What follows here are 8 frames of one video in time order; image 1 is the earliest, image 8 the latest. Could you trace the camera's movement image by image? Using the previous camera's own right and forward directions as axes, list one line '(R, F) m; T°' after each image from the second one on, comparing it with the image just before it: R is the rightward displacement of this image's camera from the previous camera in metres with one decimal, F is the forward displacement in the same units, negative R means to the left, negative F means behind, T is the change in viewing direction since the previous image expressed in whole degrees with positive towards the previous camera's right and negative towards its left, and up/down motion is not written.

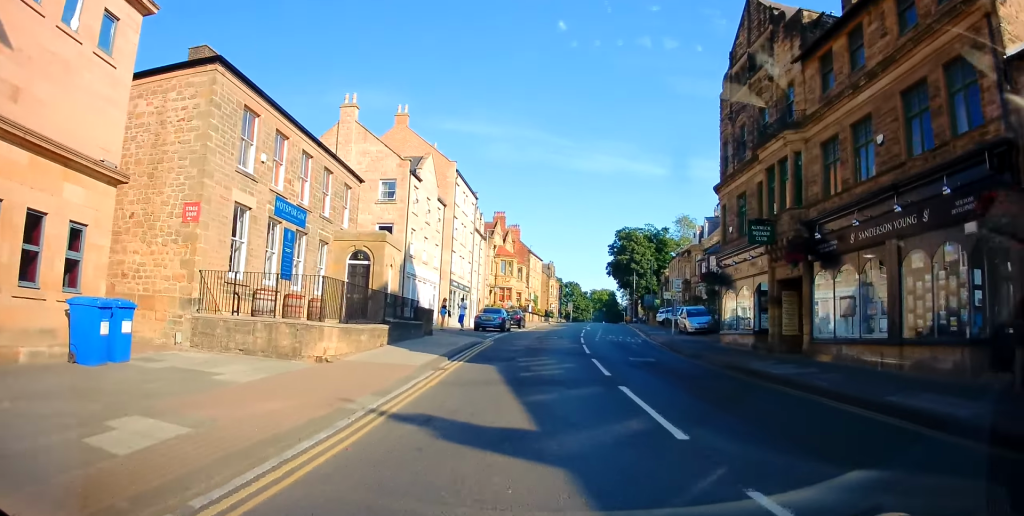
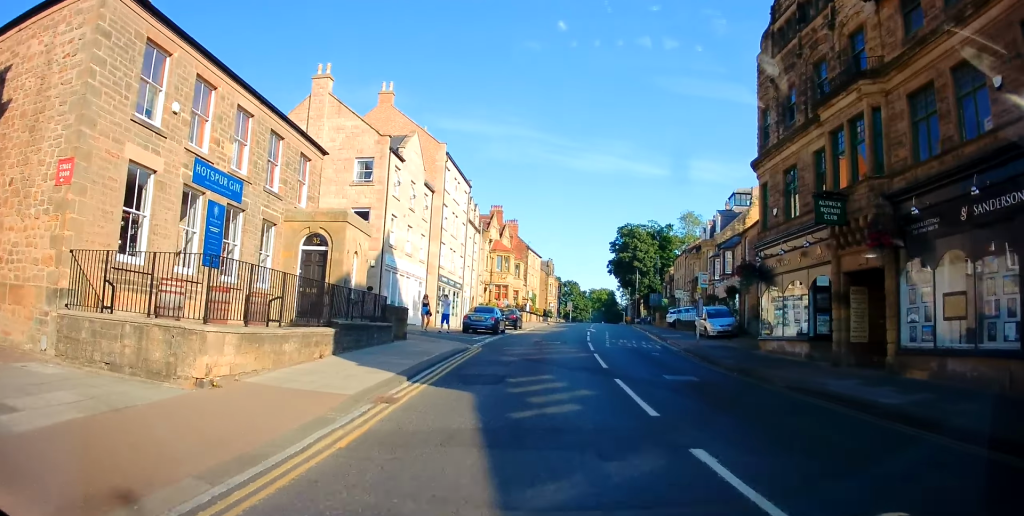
(-0.2, +4.5) m; +1°
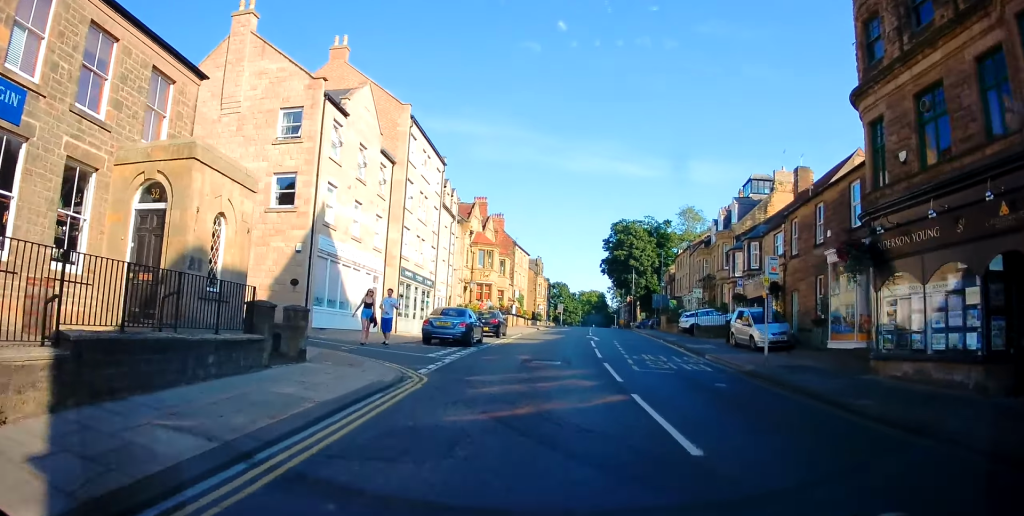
(+0.2, +7.9) m; +2°
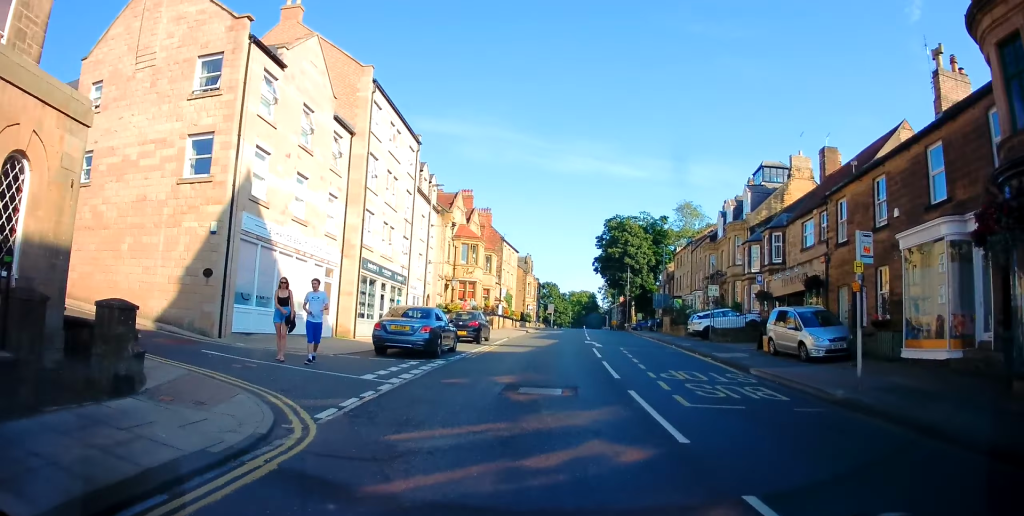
(+0.2, +5.2) m; +1°
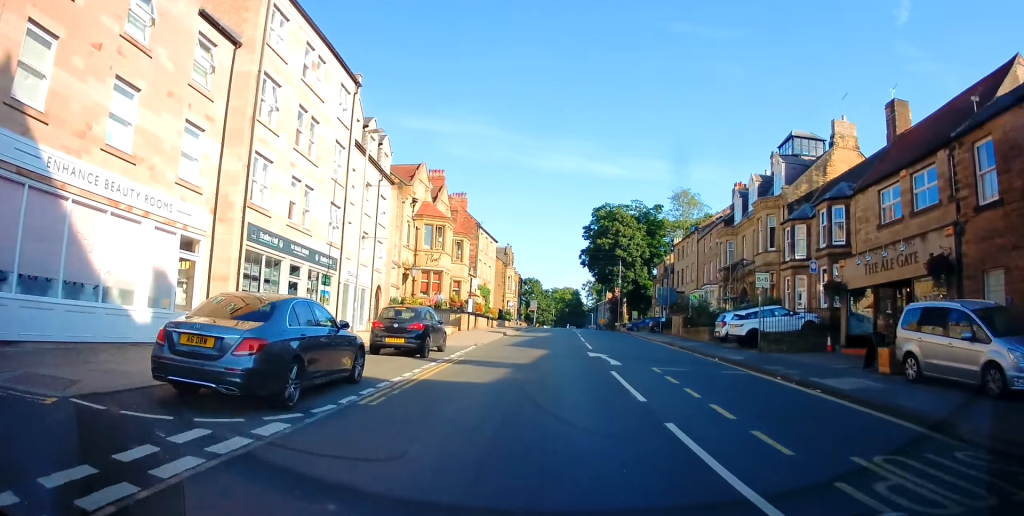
(-0.1, +9.1) m; +1°
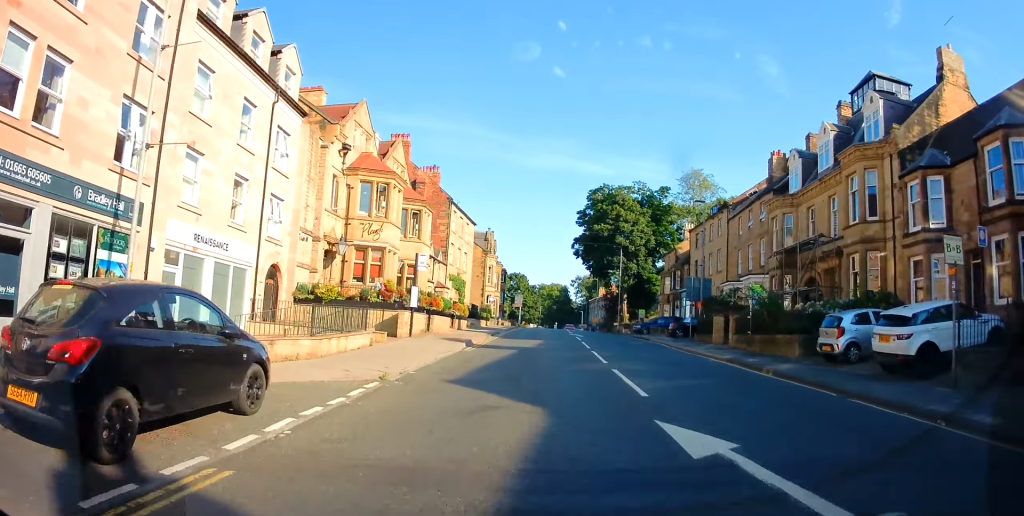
(+0.4, +12.3) m; +2°
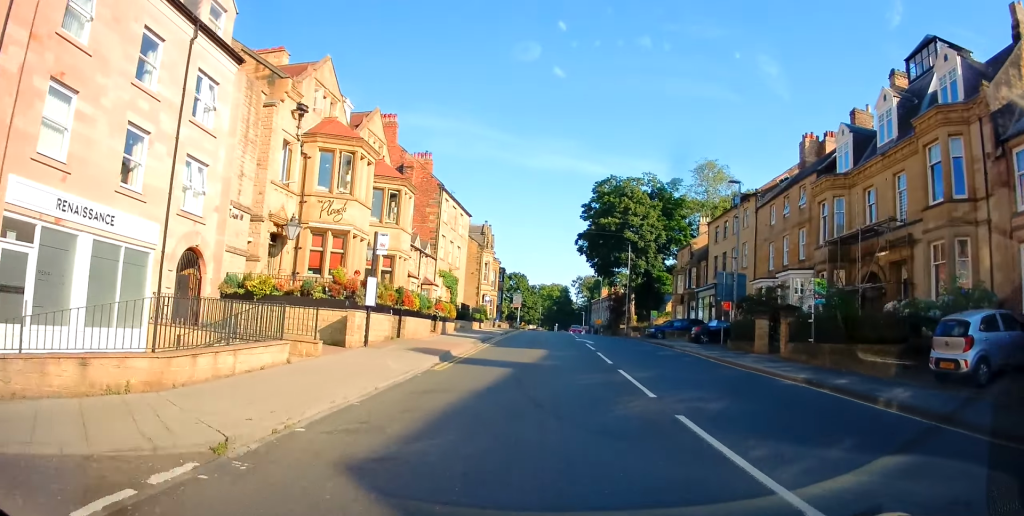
(-0.2, +5.6) m; +1°
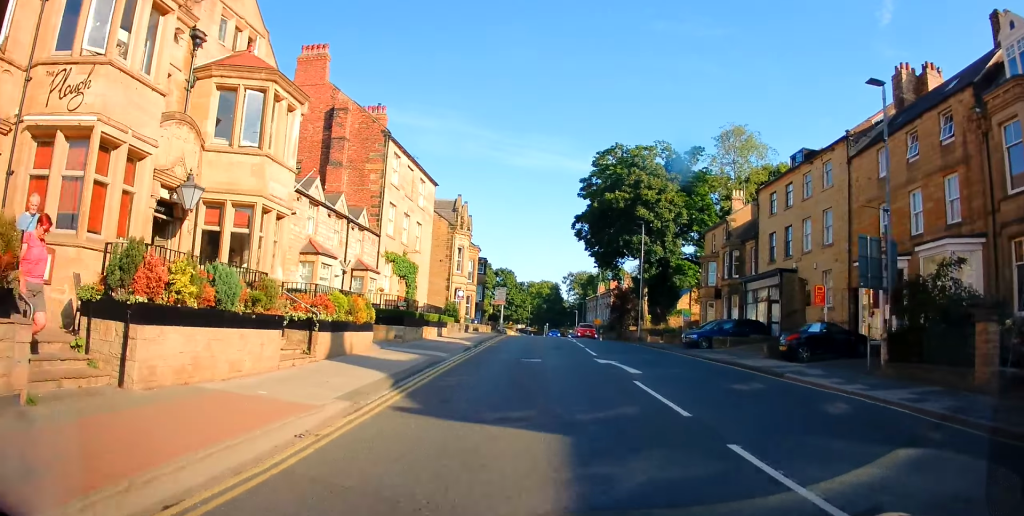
(+0.4, +13.8) m; +2°
